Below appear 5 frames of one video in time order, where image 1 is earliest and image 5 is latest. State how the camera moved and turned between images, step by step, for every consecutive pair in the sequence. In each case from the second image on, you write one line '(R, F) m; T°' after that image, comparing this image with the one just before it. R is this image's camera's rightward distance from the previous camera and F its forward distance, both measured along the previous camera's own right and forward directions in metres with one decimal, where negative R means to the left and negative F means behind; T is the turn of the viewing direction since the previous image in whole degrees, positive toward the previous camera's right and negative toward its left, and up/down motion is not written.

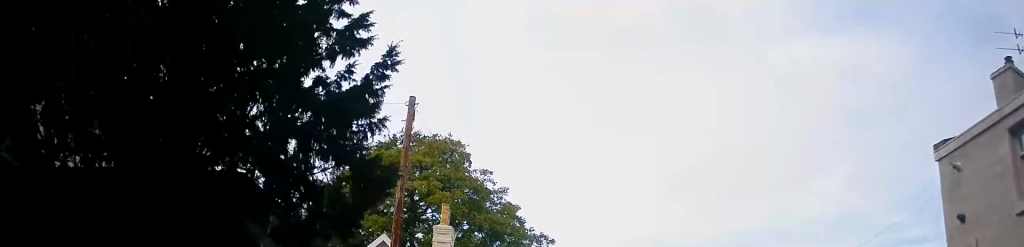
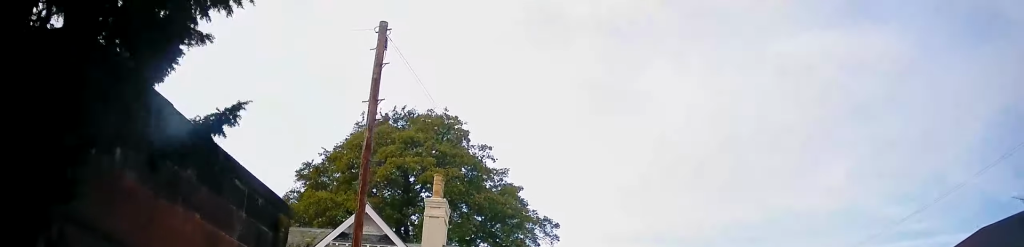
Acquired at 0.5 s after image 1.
(+0.1, +2.9) m; 0°
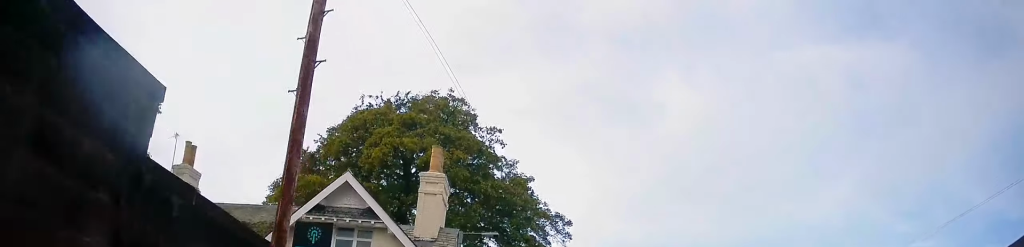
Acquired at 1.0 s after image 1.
(-0.2, +3.4) m; -1°
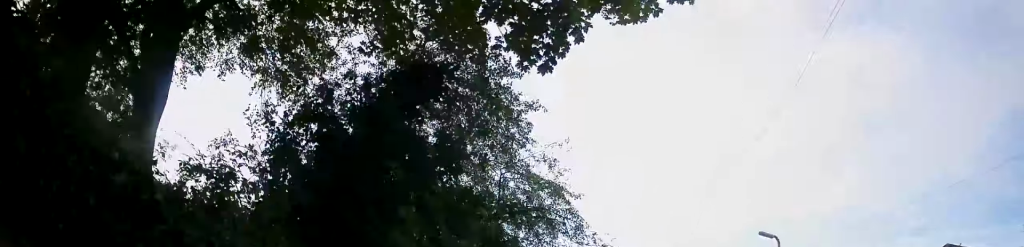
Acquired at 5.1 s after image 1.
(+0.6, +28.3) m; +1°
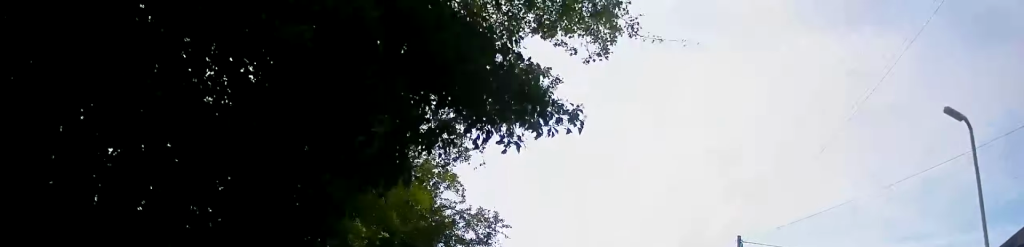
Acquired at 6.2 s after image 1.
(-0.5, +7.7) m; -1°
